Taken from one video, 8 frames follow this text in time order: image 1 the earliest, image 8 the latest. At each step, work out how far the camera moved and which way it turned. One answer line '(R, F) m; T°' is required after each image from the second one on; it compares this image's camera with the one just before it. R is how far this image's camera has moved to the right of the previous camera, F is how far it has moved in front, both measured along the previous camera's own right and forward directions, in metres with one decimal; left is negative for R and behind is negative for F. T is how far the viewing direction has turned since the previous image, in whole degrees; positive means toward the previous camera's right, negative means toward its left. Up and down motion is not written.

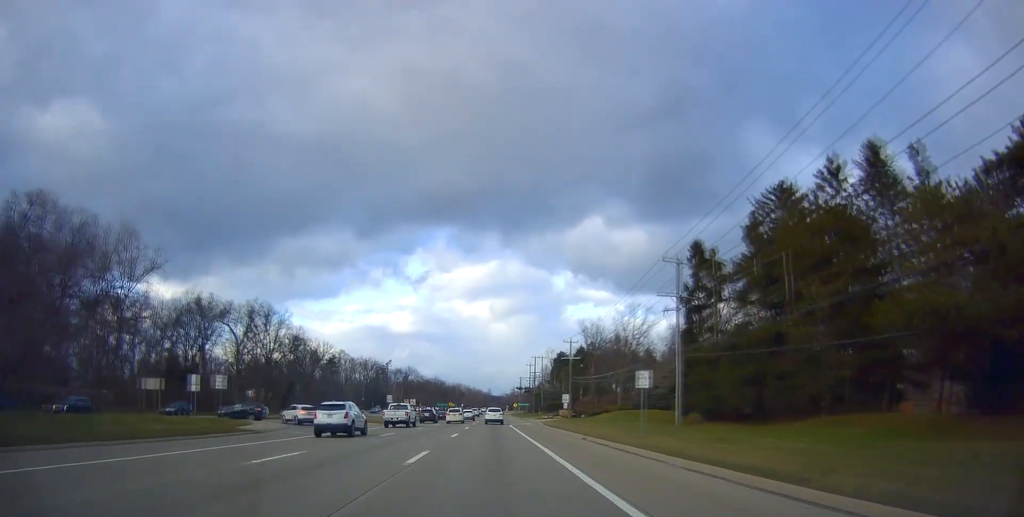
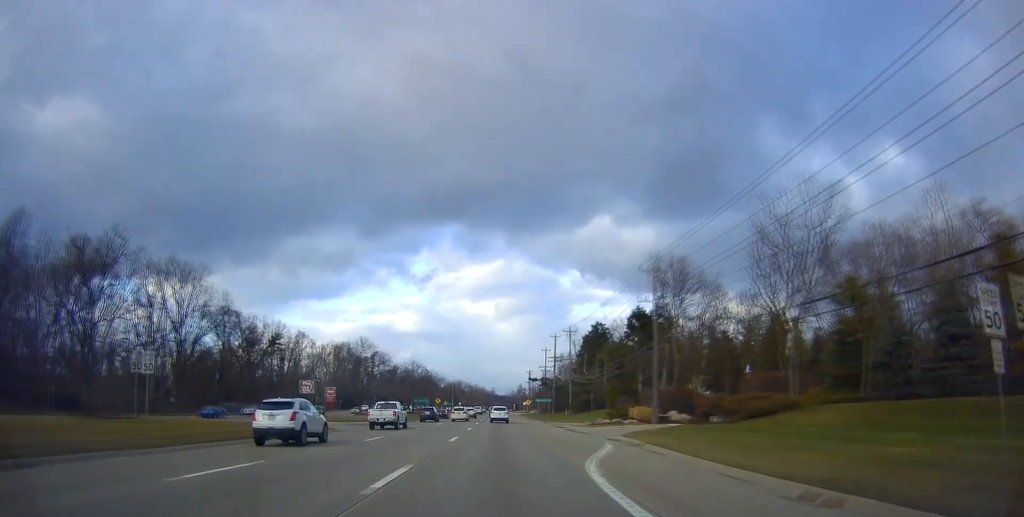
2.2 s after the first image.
(+0.9, +50.1) m; +1°
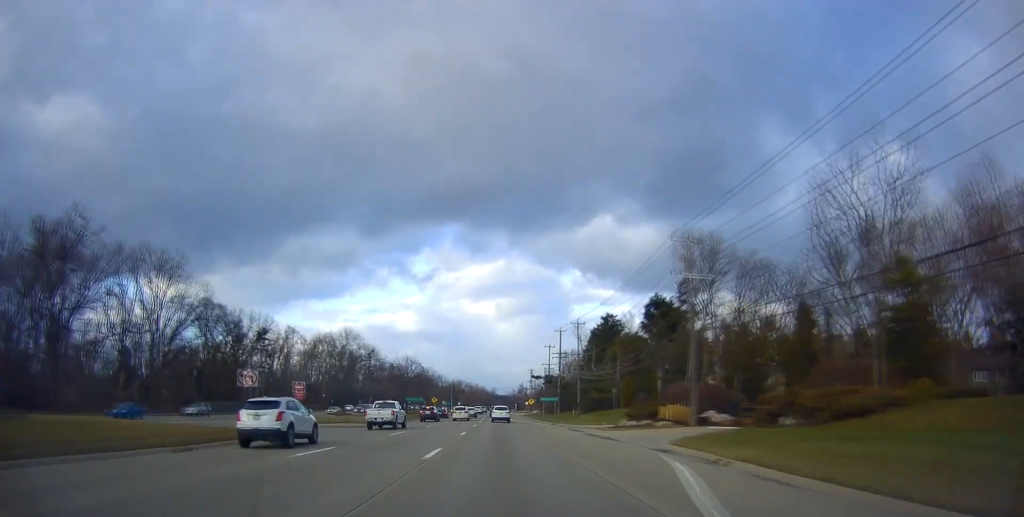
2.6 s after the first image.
(+0.1, +9.1) m; 0°
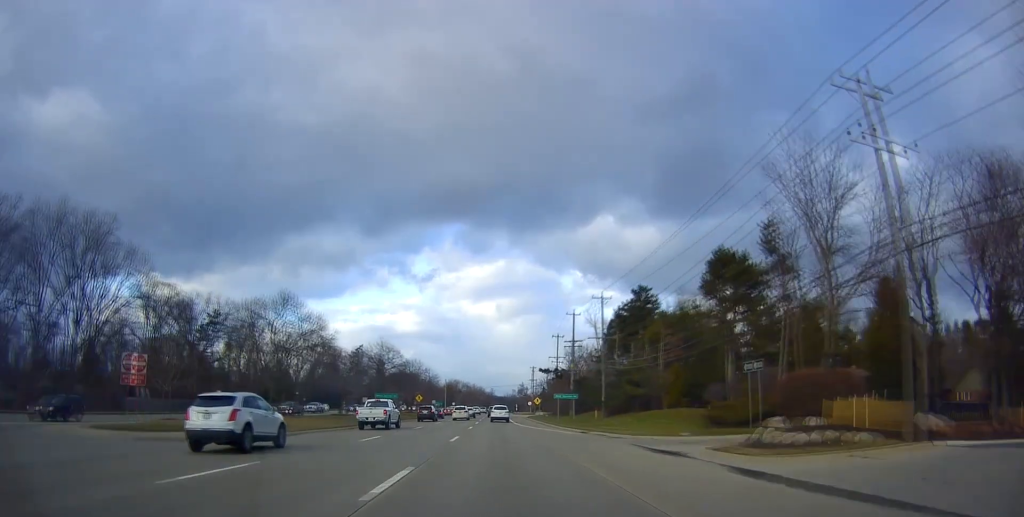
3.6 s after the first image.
(+0.1, +22.0) m; -1°
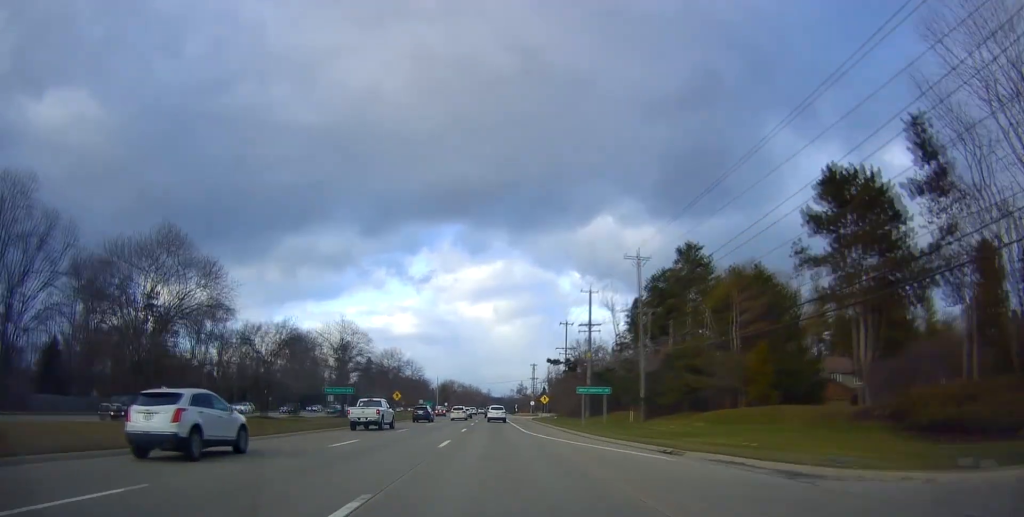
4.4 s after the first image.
(-0.3, +19.8) m; -2°
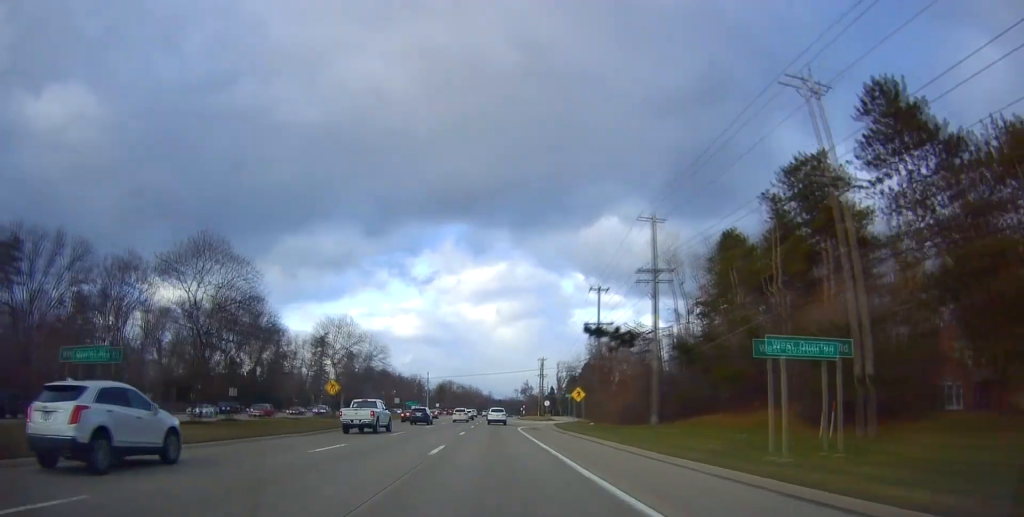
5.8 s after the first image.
(-0.7, +32.3) m; 0°
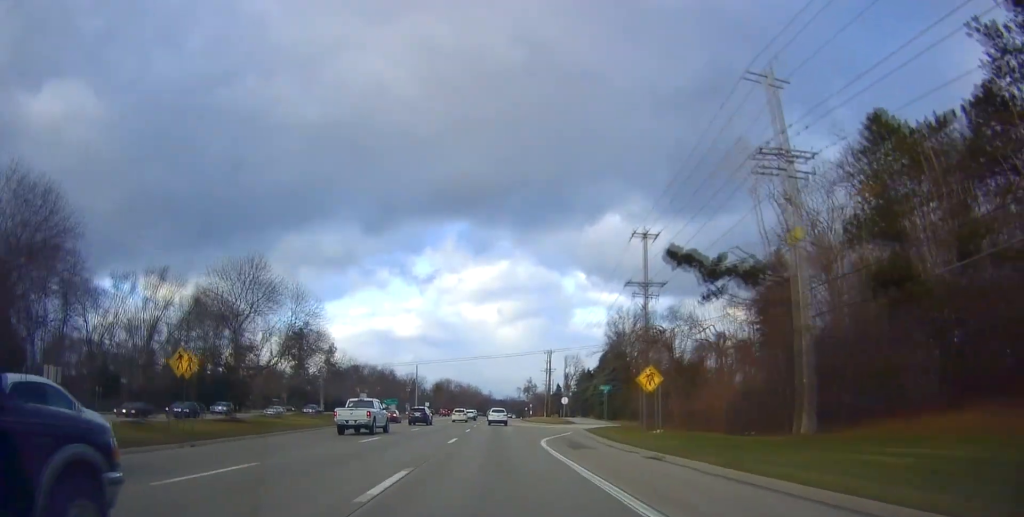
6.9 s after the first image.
(+0.4, +23.9) m; +2°
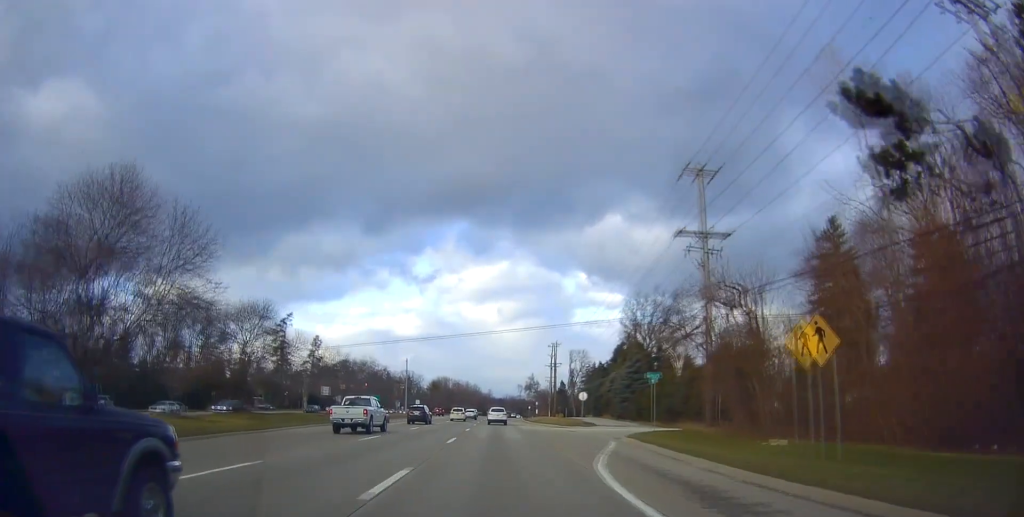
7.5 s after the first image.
(+0.2, +15.3) m; 0°
